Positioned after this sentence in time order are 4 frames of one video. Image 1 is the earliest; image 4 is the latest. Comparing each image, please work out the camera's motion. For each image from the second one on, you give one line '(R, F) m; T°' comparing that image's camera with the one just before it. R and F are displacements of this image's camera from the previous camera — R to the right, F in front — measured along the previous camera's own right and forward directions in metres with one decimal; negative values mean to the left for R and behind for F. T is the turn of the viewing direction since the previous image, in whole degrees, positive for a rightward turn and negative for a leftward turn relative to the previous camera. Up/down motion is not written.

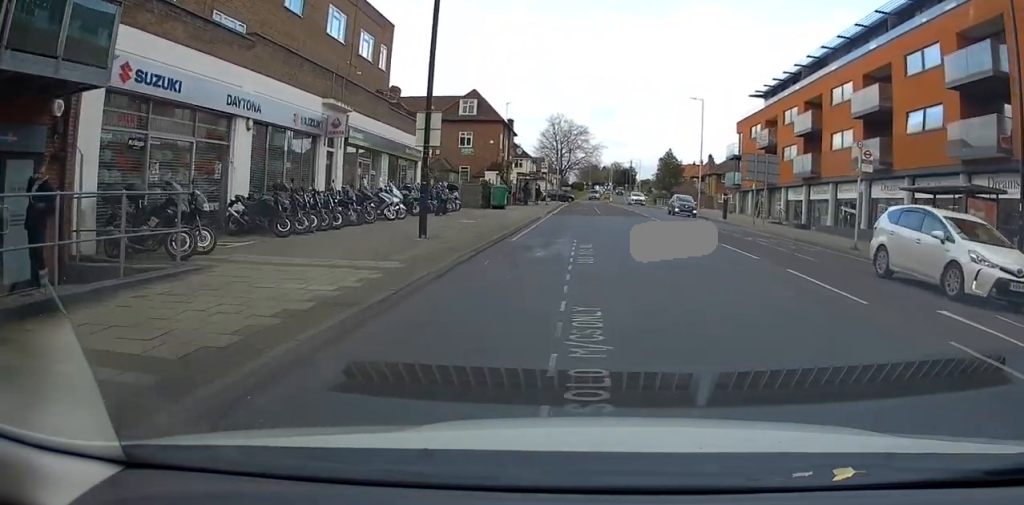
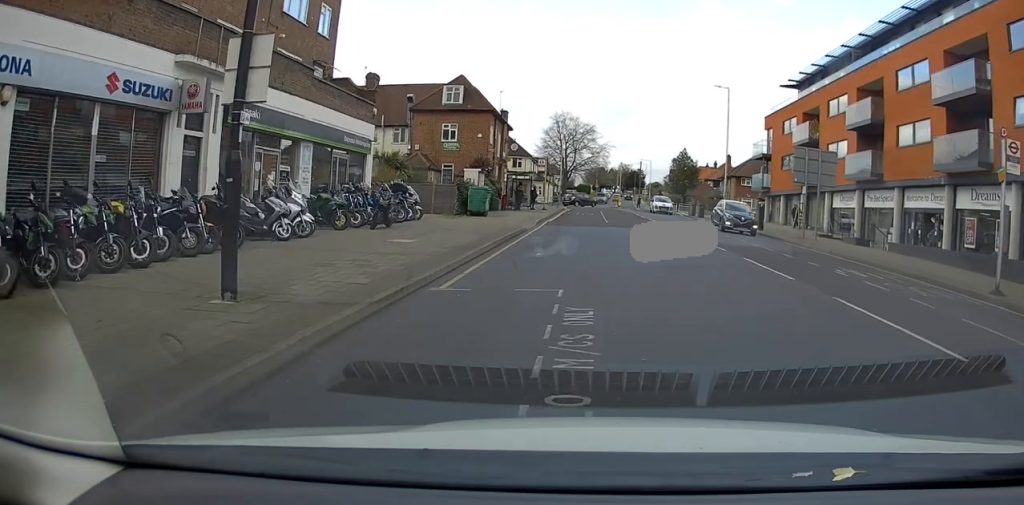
(0.0, +8.3) m; -1°
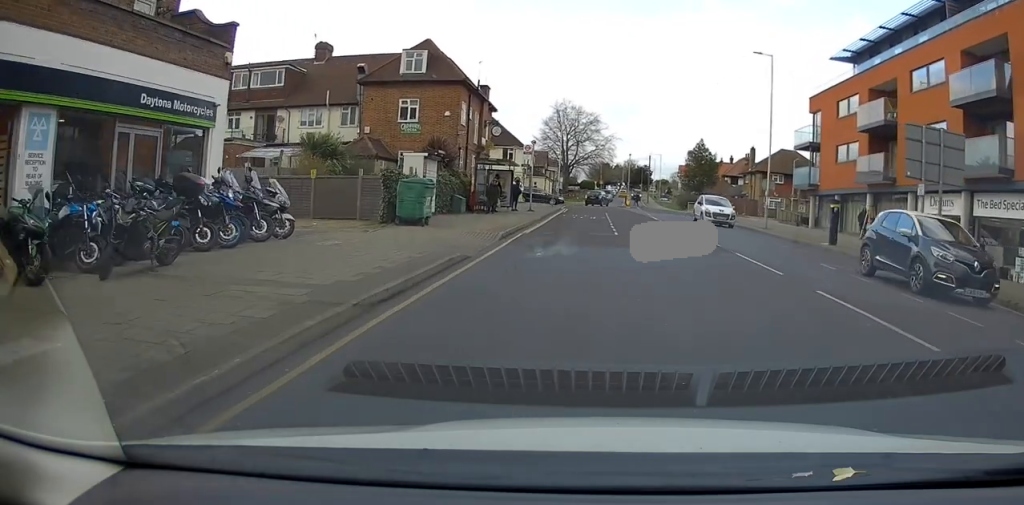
(-0.1, +11.8) m; +1°
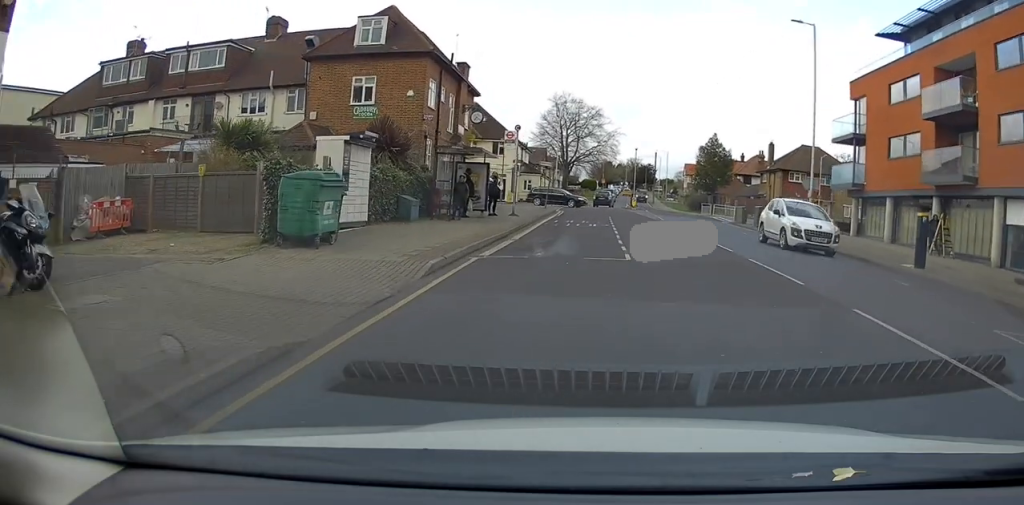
(+0.1, +8.4) m; +1°
